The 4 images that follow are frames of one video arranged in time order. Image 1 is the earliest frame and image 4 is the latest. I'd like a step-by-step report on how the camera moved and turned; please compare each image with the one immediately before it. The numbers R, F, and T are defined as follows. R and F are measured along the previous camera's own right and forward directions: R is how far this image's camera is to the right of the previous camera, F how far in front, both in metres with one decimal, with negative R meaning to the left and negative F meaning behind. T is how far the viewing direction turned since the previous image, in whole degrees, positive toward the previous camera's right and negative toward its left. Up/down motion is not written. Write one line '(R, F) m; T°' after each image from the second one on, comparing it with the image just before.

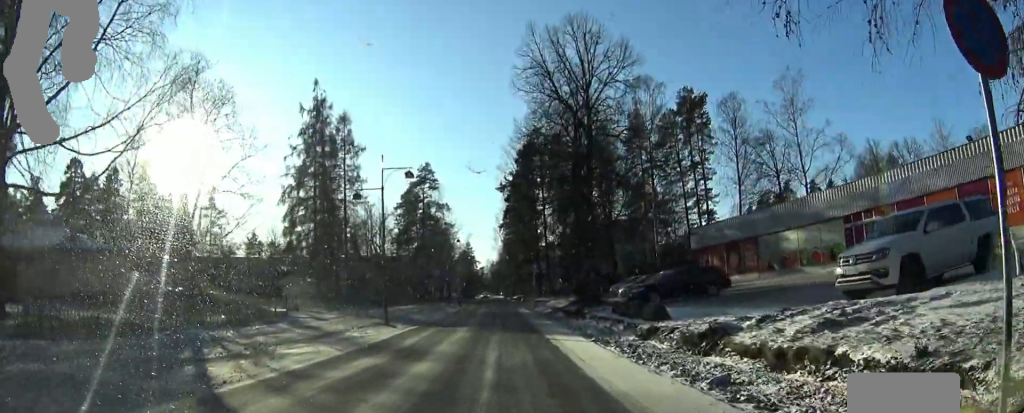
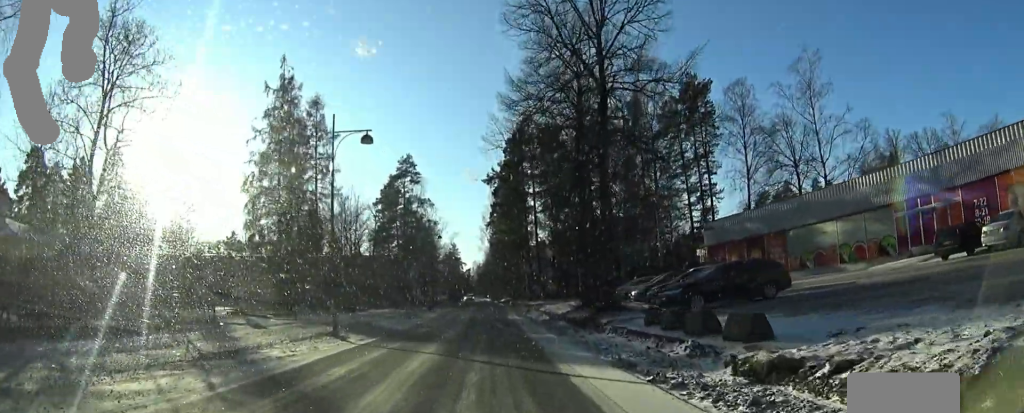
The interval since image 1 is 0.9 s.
(+0.6, +8.2) m; +5°
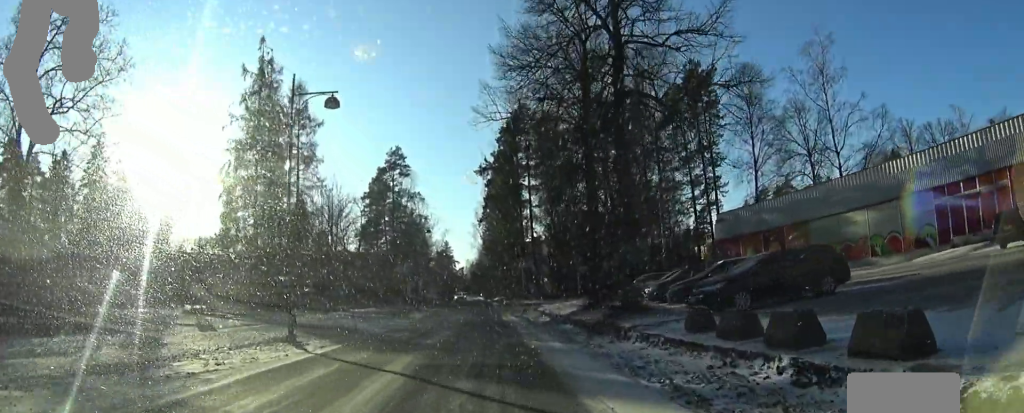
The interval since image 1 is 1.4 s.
(+0.1, +4.7) m; +1°
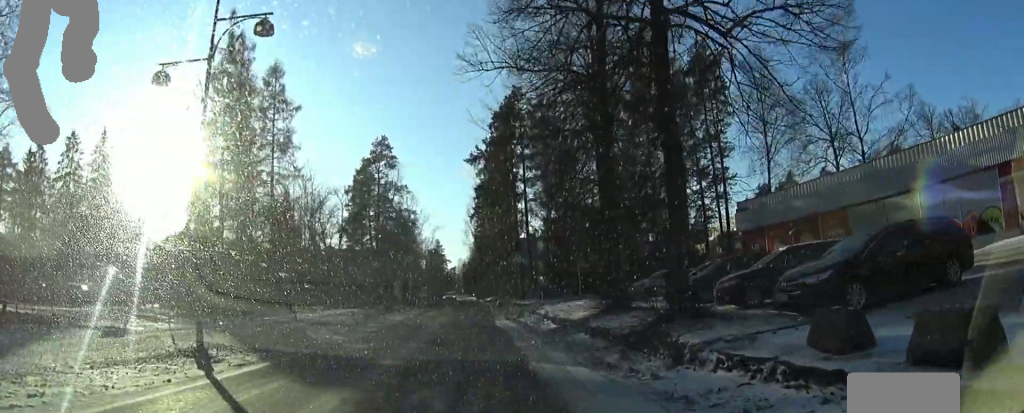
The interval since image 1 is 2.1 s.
(0.0, +6.1) m; 0°
